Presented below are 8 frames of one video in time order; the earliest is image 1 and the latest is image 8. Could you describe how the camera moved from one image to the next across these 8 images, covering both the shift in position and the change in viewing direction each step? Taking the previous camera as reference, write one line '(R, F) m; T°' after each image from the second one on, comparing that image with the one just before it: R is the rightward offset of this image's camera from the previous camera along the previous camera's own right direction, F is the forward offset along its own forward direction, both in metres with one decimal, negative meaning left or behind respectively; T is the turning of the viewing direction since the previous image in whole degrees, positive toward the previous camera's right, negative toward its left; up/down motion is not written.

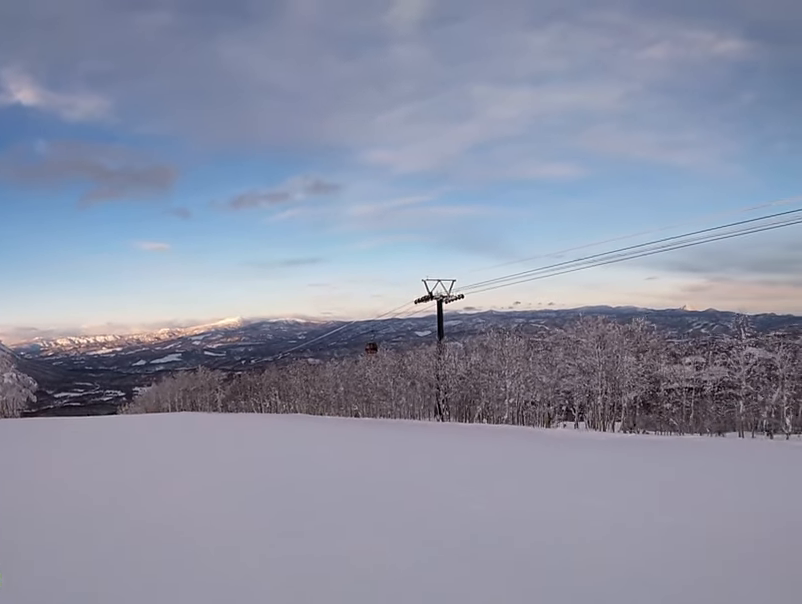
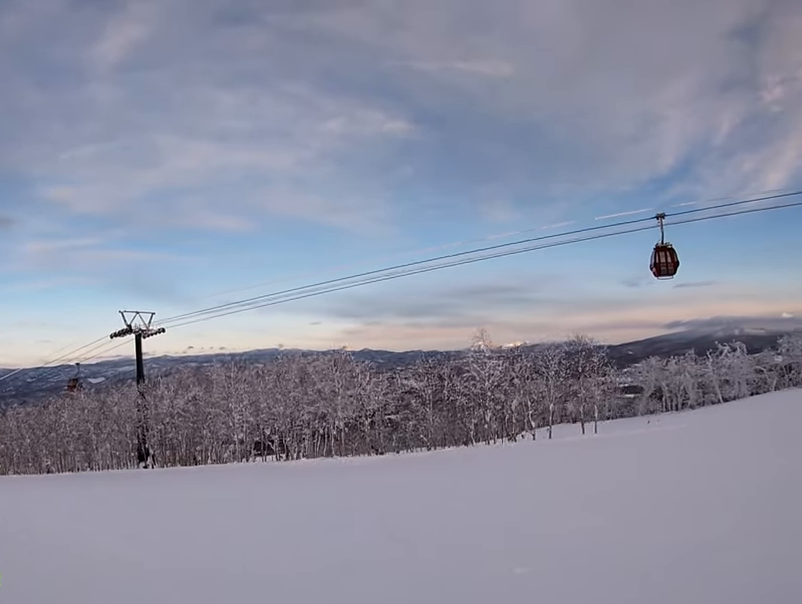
(+1.2, +5.9) m; +5°
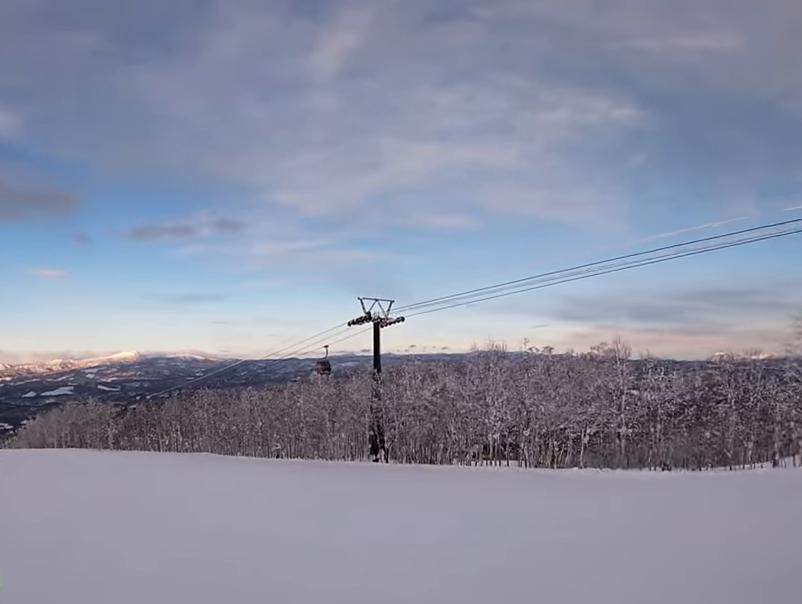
(-0.1, +4.2) m; -11°
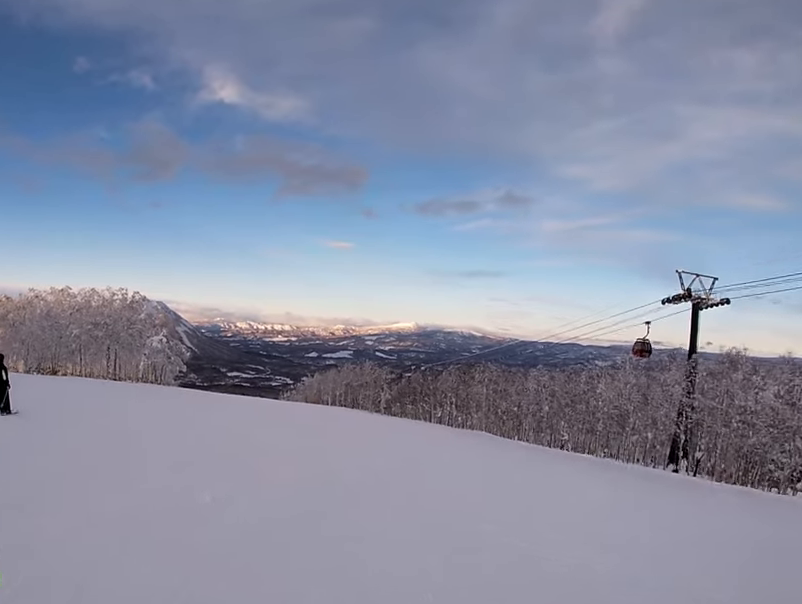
(-0.6, +3.8) m; -10°
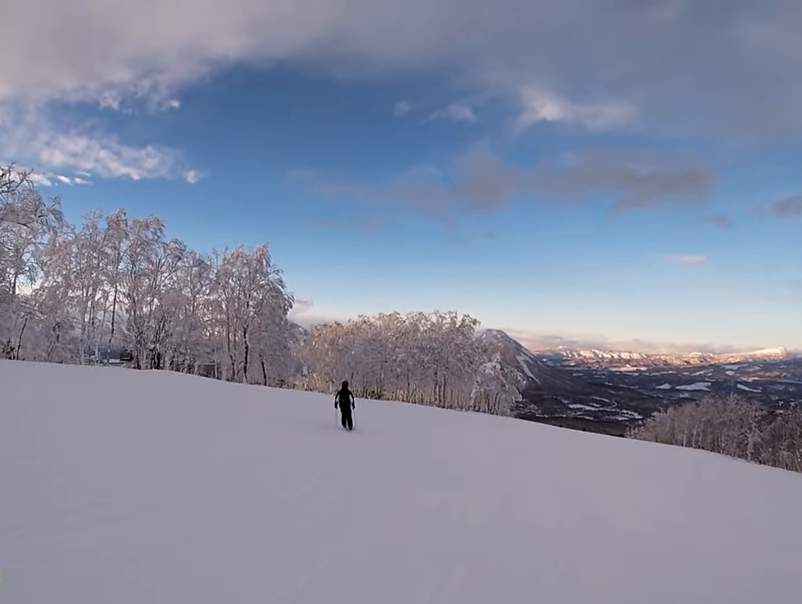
(-0.6, +5.2) m; -8°
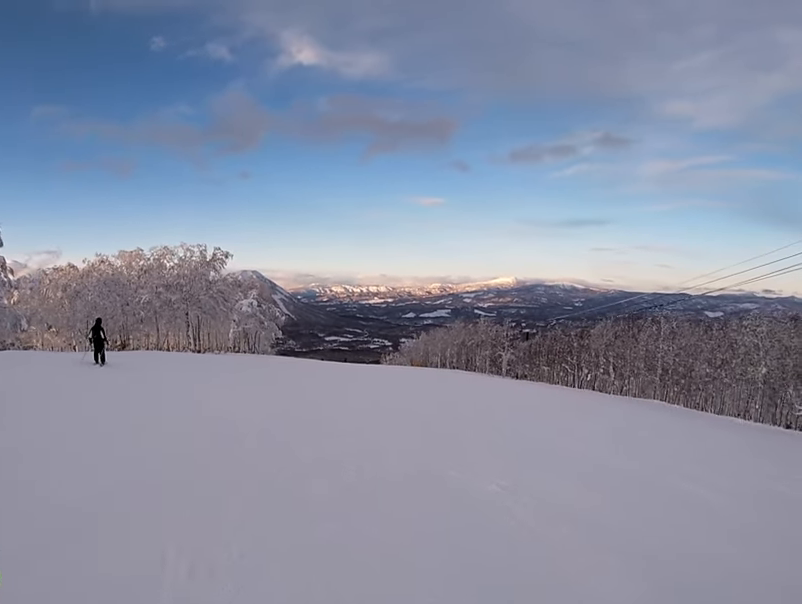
(-0.3, +7.2) m; +10°
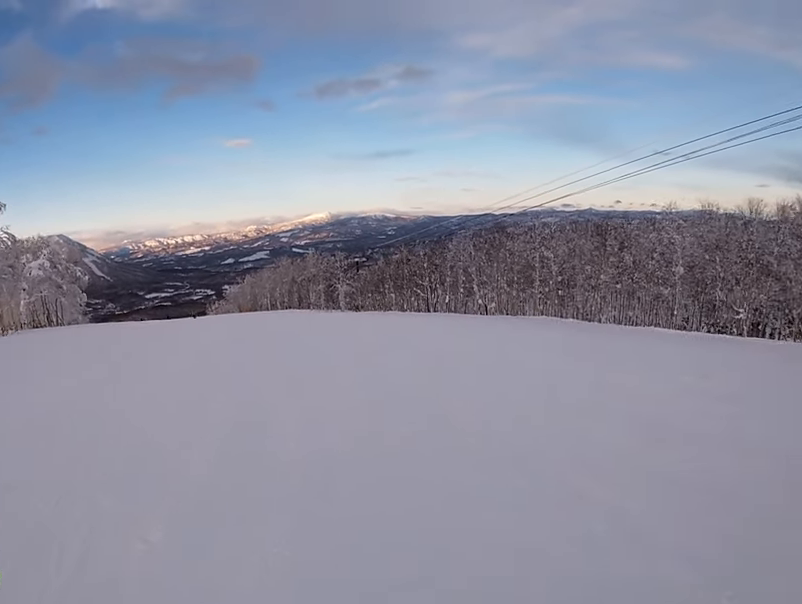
(+2.7, +9.1) m; +14°
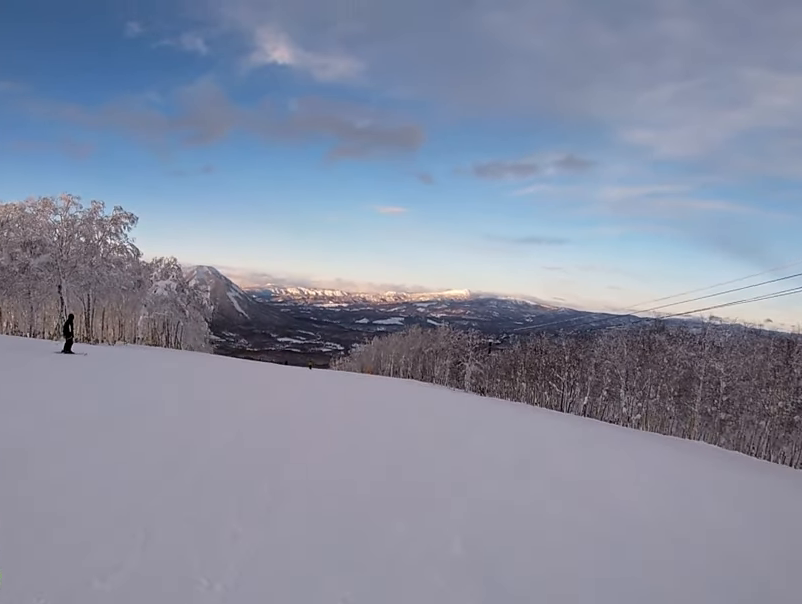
(-0.4, +4.5) m; -11°
